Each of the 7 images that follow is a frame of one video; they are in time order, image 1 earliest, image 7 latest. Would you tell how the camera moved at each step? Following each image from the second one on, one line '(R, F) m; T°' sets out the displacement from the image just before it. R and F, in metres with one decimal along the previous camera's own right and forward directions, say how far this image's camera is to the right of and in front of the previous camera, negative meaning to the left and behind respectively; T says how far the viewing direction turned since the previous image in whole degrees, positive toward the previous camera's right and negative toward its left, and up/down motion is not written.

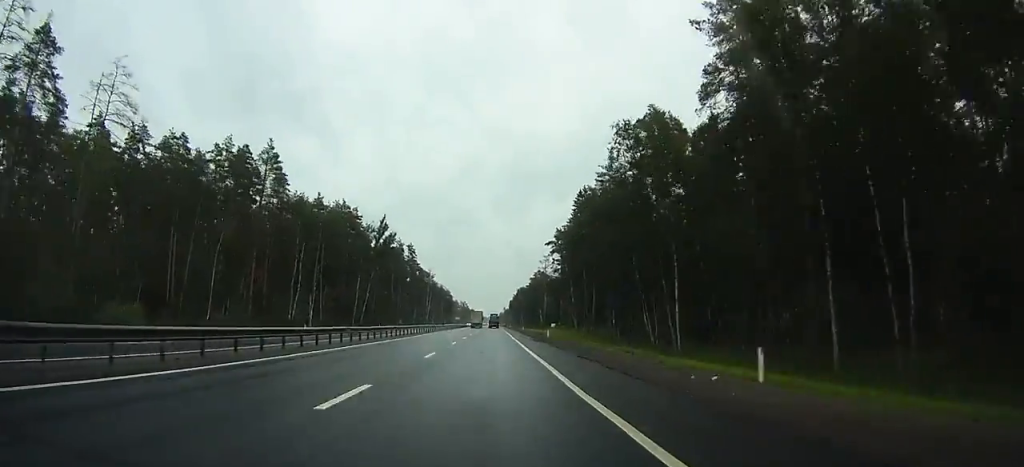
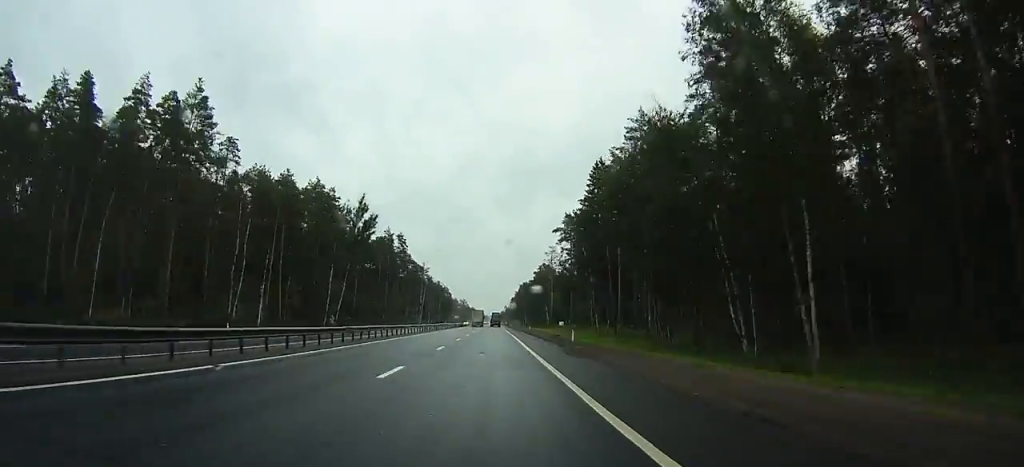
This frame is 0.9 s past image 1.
(0.0, +20.2) m; 0°
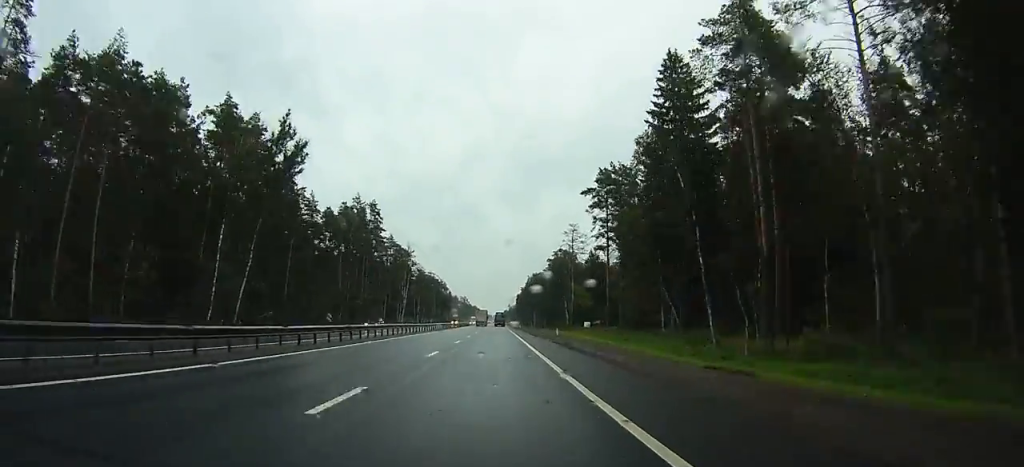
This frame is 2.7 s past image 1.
(0.0, +41.8) m; 0°
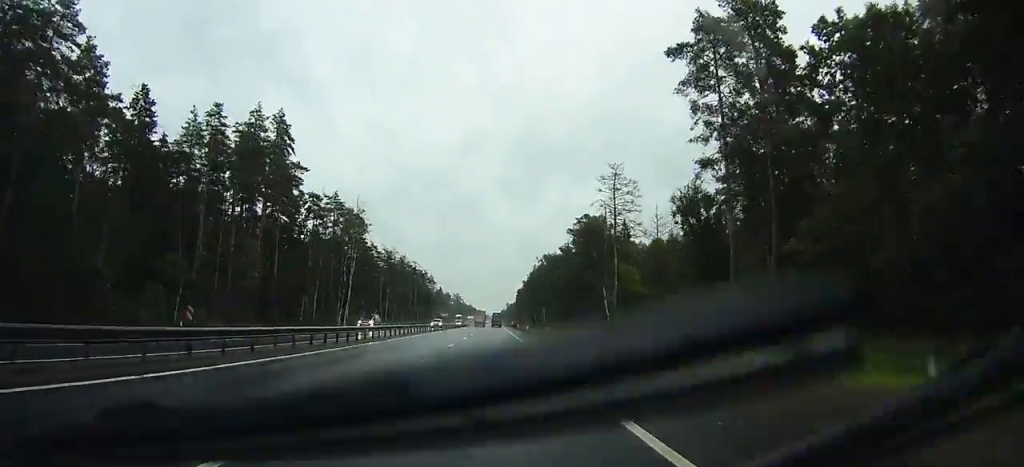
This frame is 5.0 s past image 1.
(0.0, +53.7) m; 0°
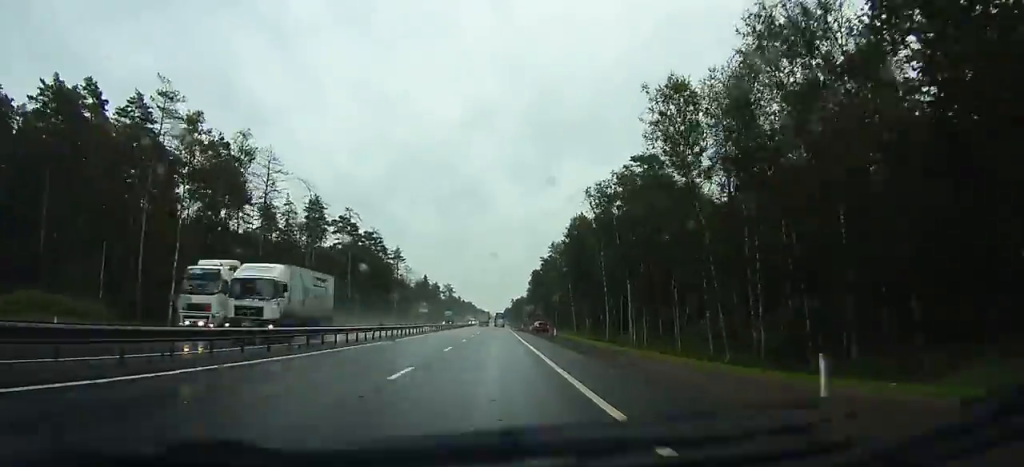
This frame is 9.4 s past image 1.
(-0.1, +100.6) m; 0°
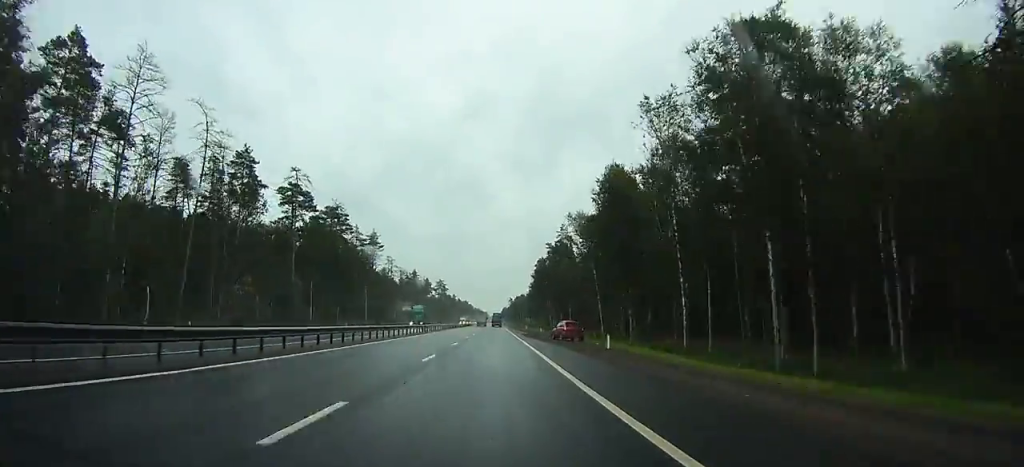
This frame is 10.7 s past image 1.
(0.0, +29.9) m; 0°
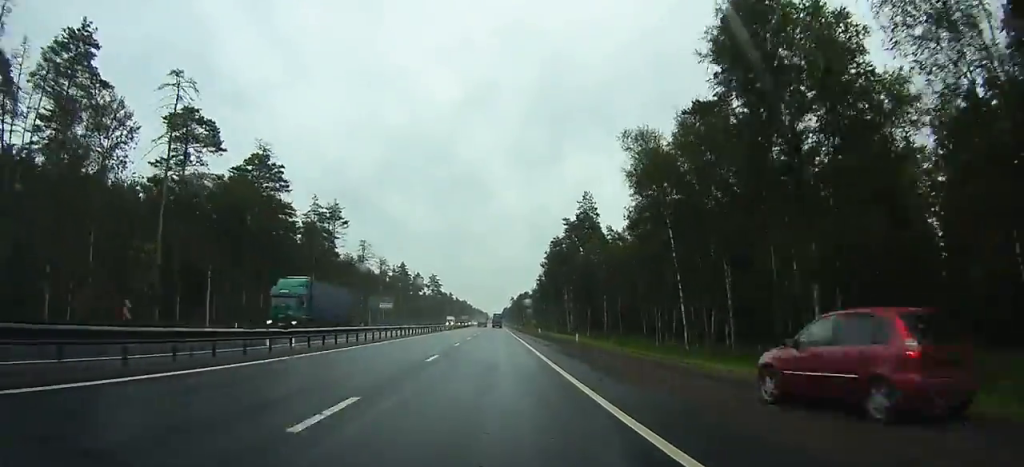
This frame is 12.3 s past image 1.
(0.0, +33.8) m; 0°
